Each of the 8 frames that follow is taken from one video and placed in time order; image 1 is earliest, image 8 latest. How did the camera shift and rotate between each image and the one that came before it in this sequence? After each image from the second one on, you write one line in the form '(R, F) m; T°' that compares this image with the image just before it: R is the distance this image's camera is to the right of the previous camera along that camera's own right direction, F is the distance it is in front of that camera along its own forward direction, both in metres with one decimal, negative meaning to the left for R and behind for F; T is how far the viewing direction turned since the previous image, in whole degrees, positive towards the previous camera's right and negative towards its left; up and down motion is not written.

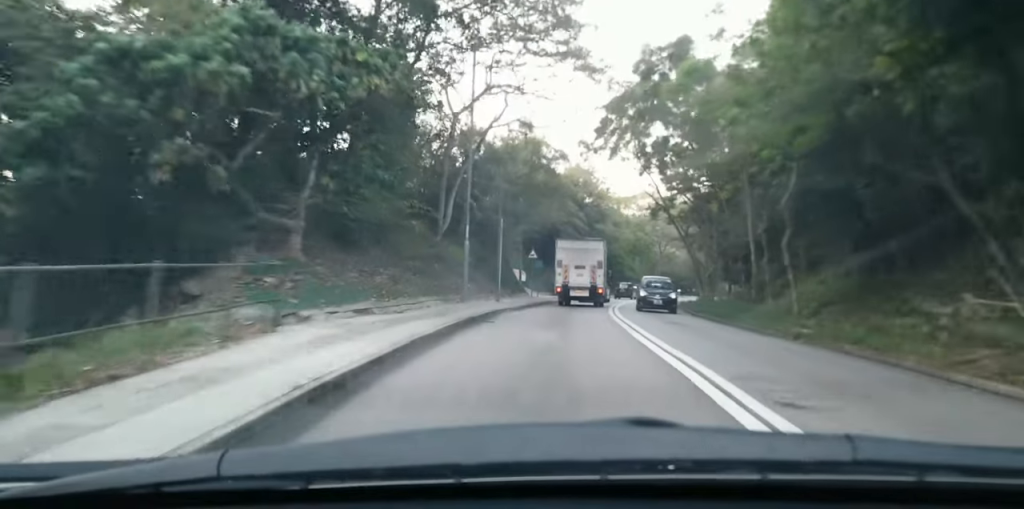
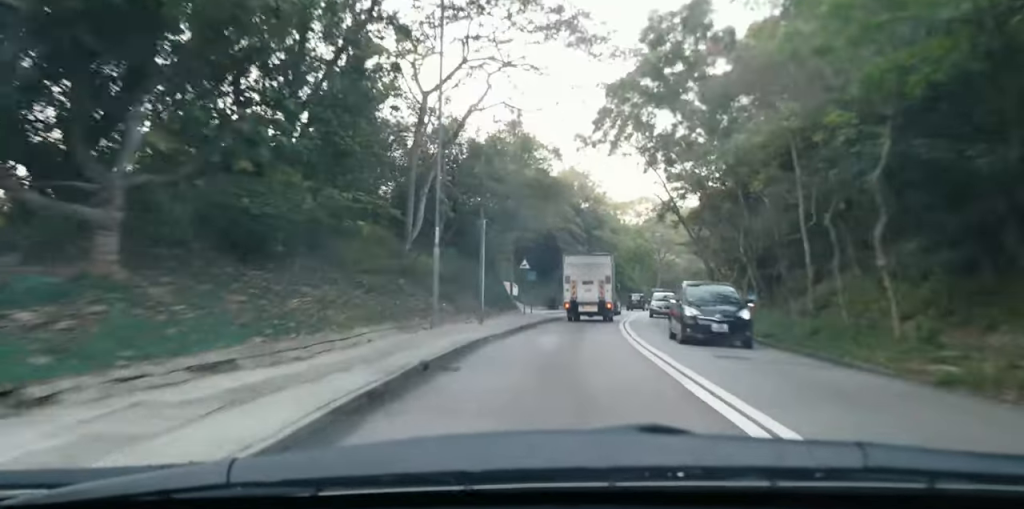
(0.0, +7.0) m; 0°
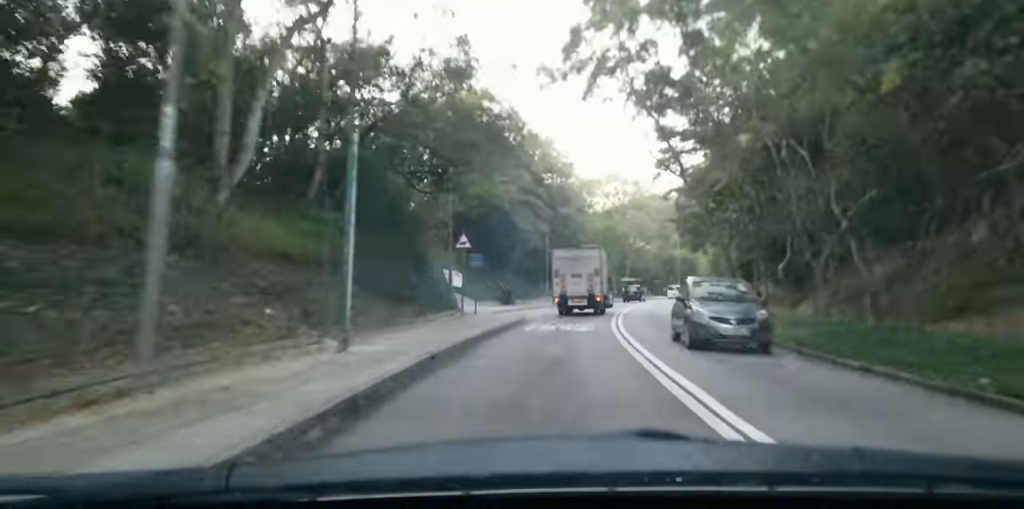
(0.0, +15.7) m; 0°
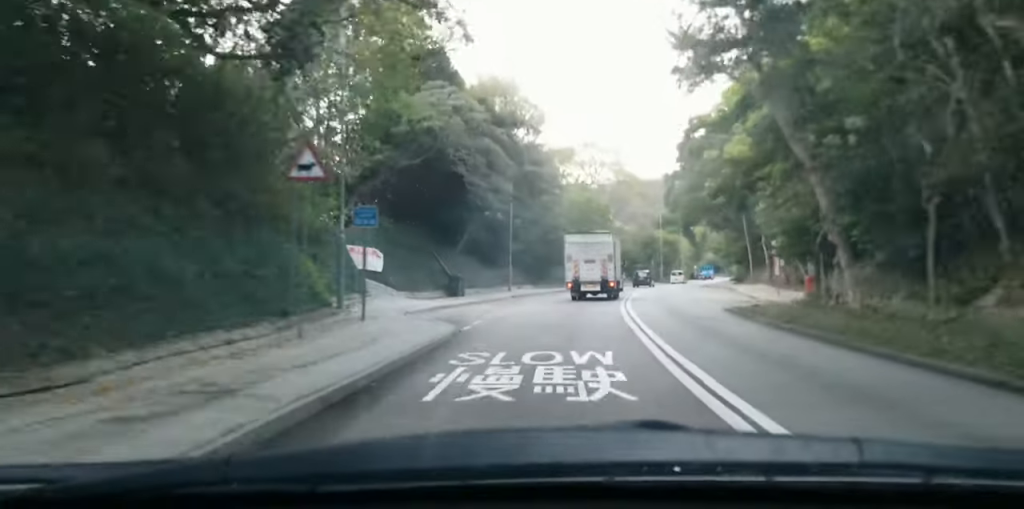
(+0.1, +16.2) m; +3°
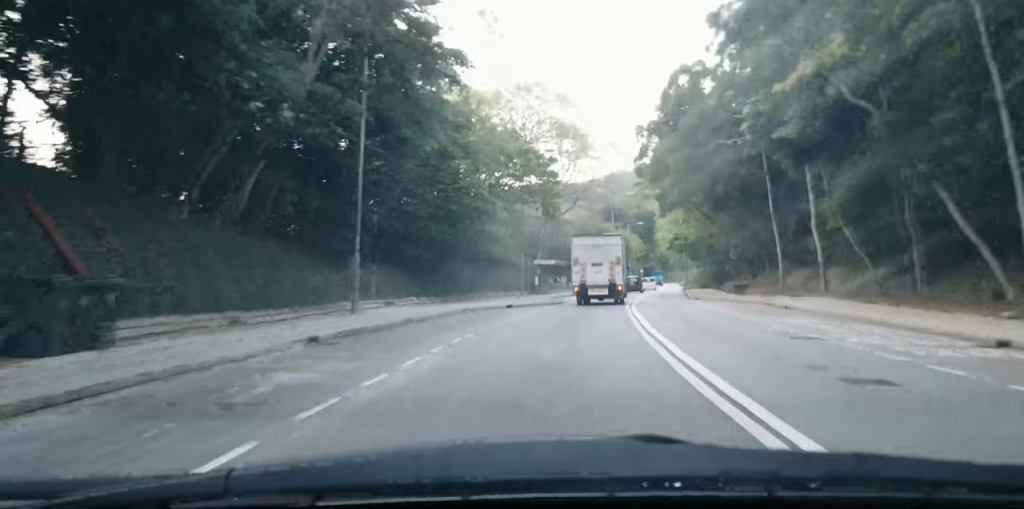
(+1.4, +28.8) m; +5°
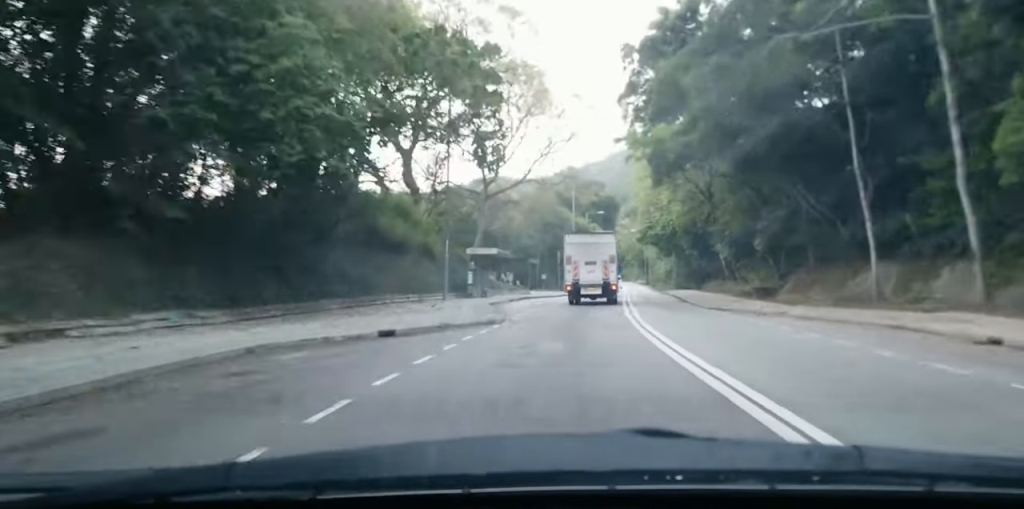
(+1.2, +19.0) m; +6°
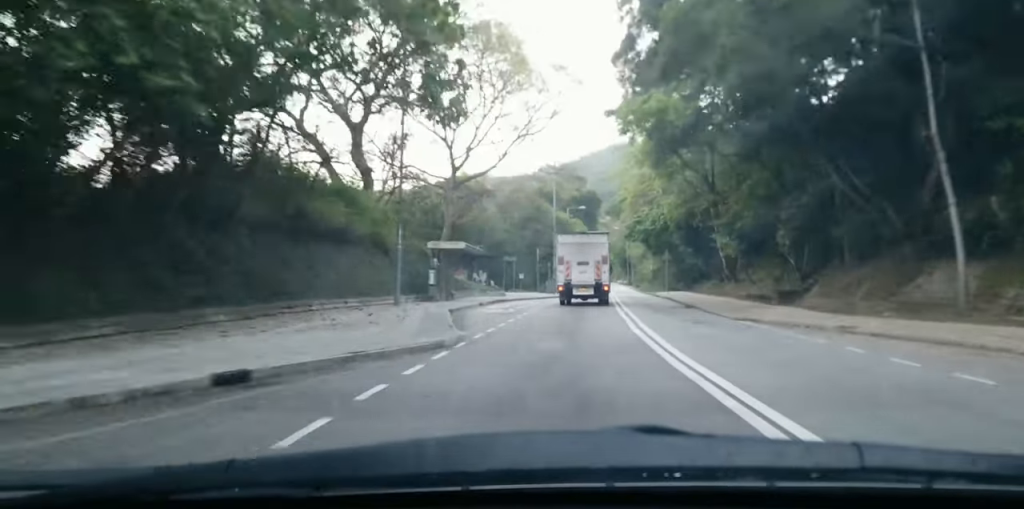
(+0.2, +6.9) m; +2°
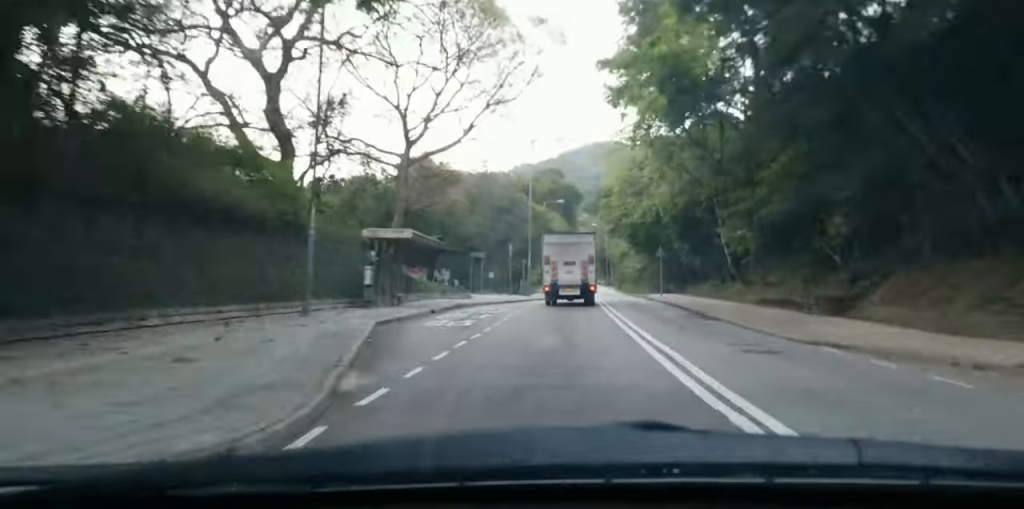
(+0.1, +8.7) m; 0°
